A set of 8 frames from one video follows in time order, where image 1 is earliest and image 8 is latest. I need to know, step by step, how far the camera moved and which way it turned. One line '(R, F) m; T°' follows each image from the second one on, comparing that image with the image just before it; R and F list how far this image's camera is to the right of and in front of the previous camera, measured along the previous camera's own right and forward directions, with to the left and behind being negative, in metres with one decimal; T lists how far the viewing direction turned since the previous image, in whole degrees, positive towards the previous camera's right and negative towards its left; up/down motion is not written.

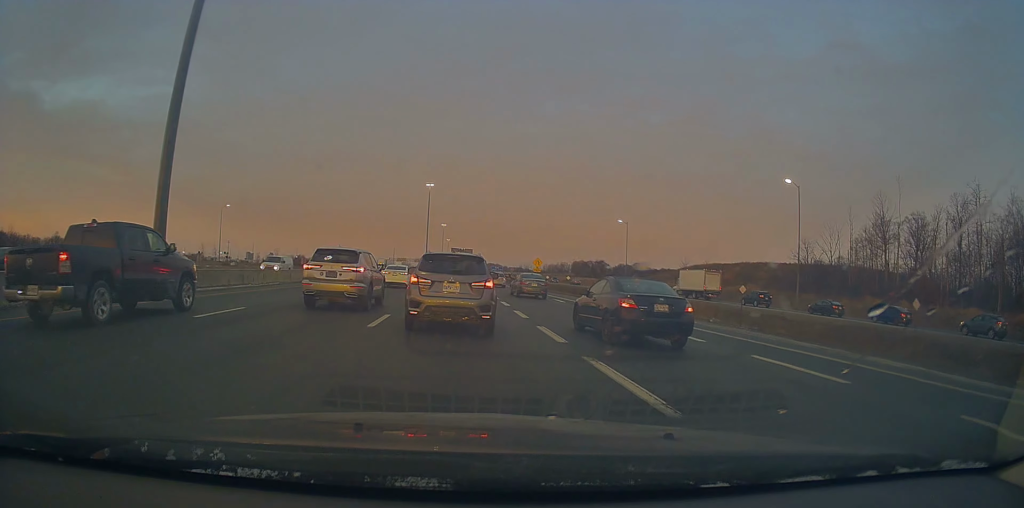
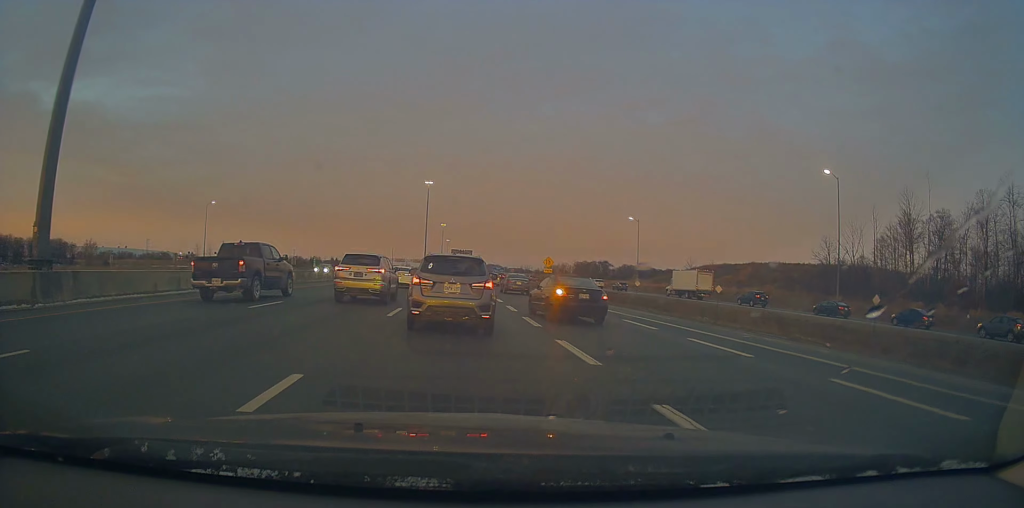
(-0.1, +9.1) m; 0°
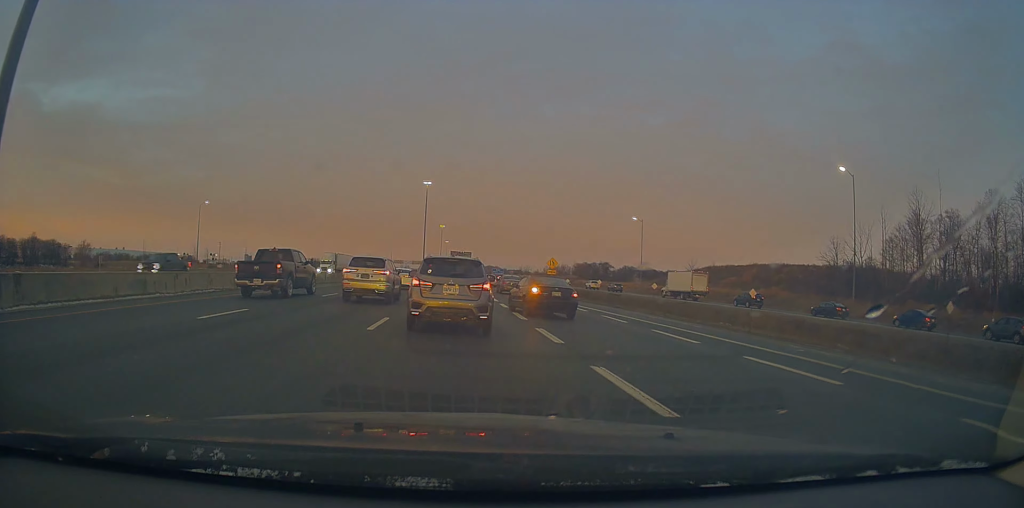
(+0.3, +3.3) m; -1°
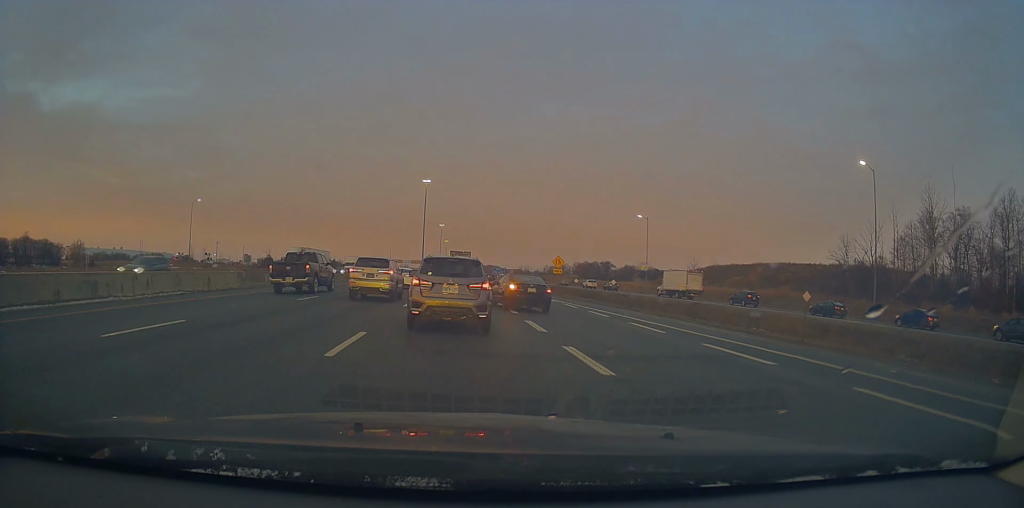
(-0.3, +3.6) m; -4°
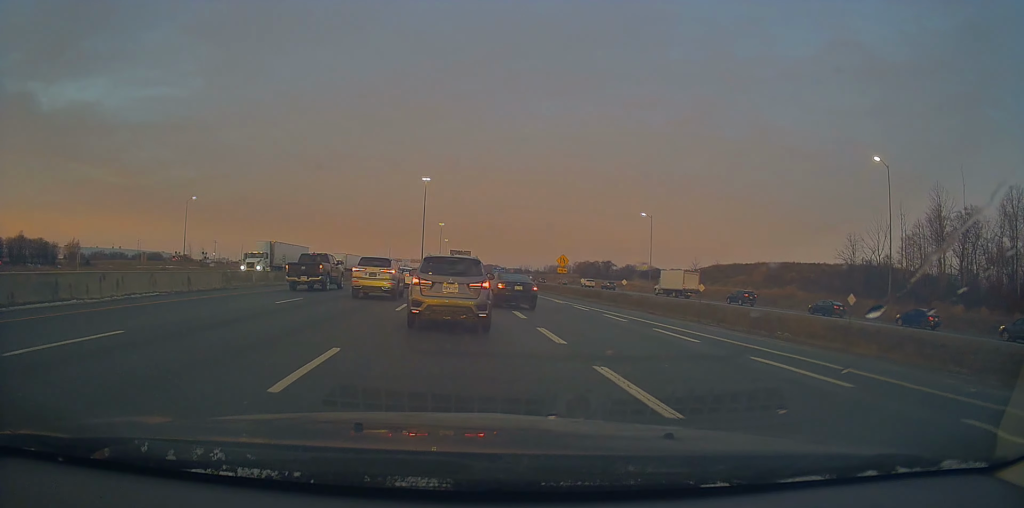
(-0.1, +2.3) m; -3°
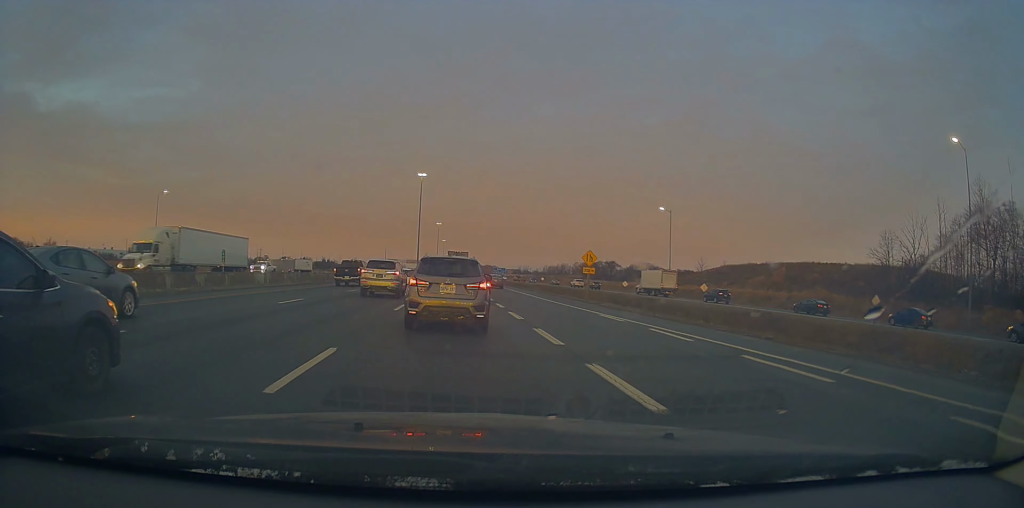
(+0.3, +11.8) m; +1°
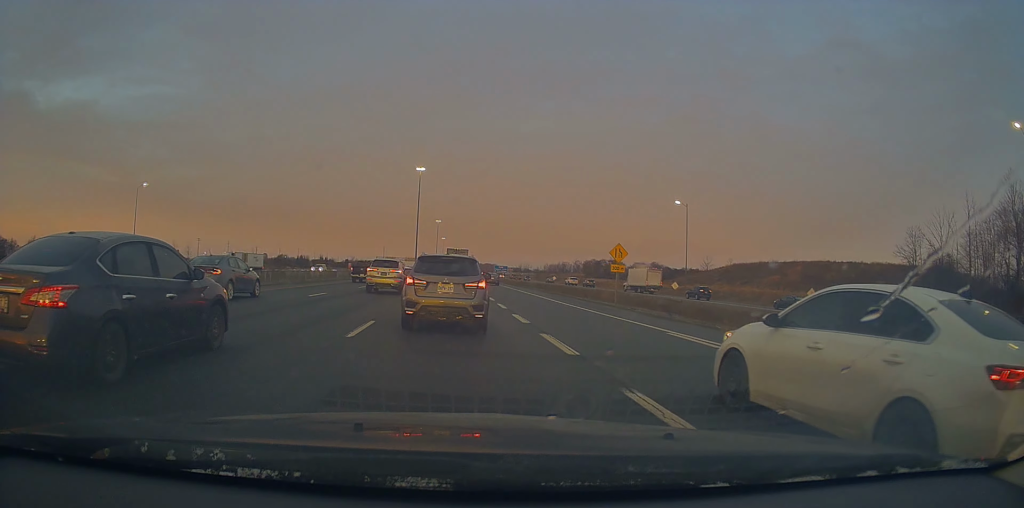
(+0.1, +7.7) m; +4°
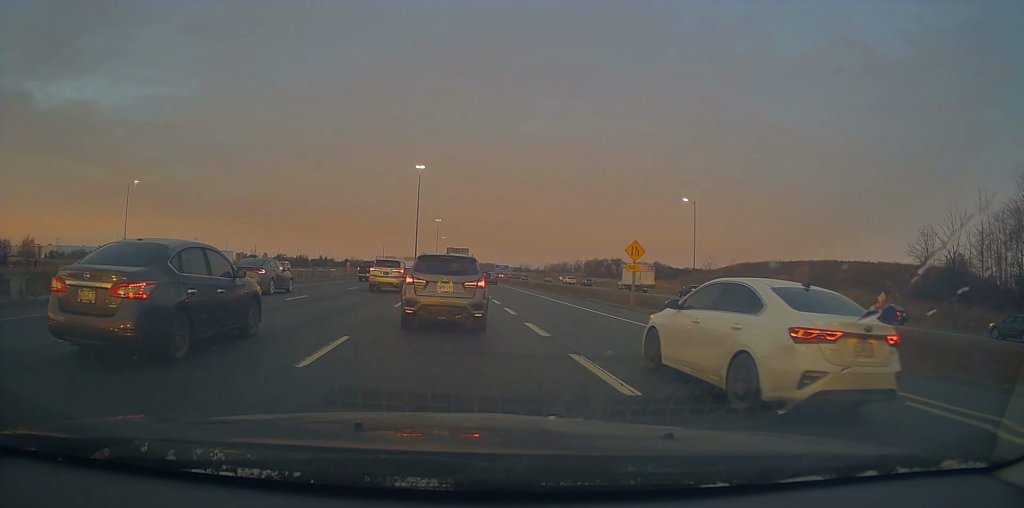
(+0.4, +3.4) m; 0°
